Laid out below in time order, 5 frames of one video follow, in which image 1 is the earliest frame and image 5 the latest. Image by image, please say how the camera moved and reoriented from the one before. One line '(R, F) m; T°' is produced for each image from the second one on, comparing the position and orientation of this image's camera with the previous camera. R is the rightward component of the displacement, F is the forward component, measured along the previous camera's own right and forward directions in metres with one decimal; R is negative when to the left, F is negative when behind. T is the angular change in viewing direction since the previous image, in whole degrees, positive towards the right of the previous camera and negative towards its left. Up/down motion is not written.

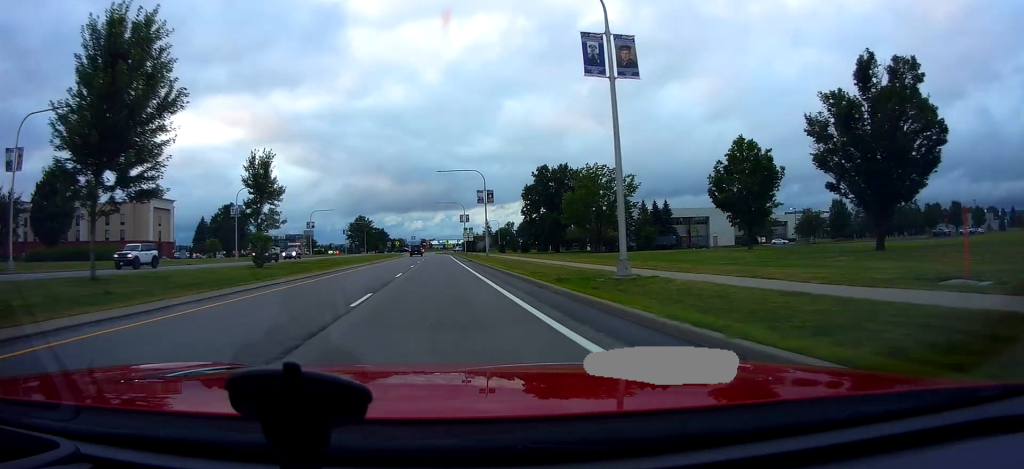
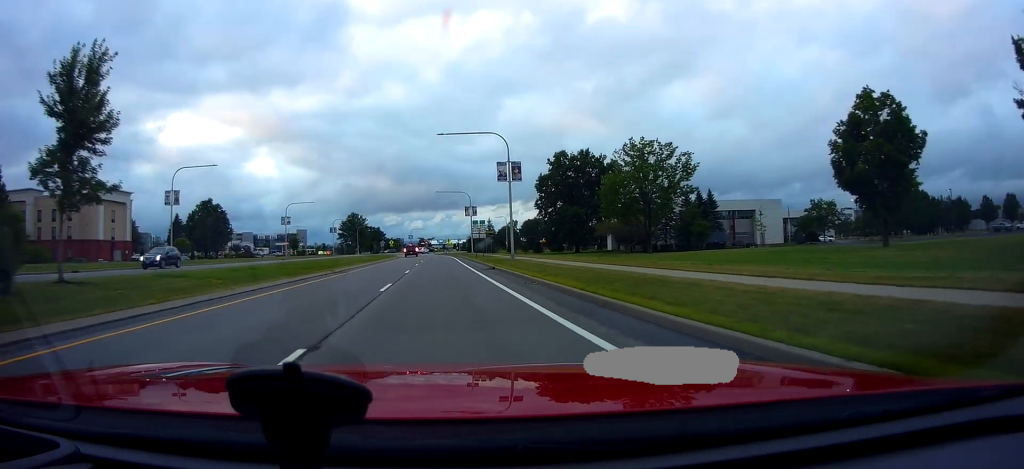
(+0.2, +20.5) m; 0°
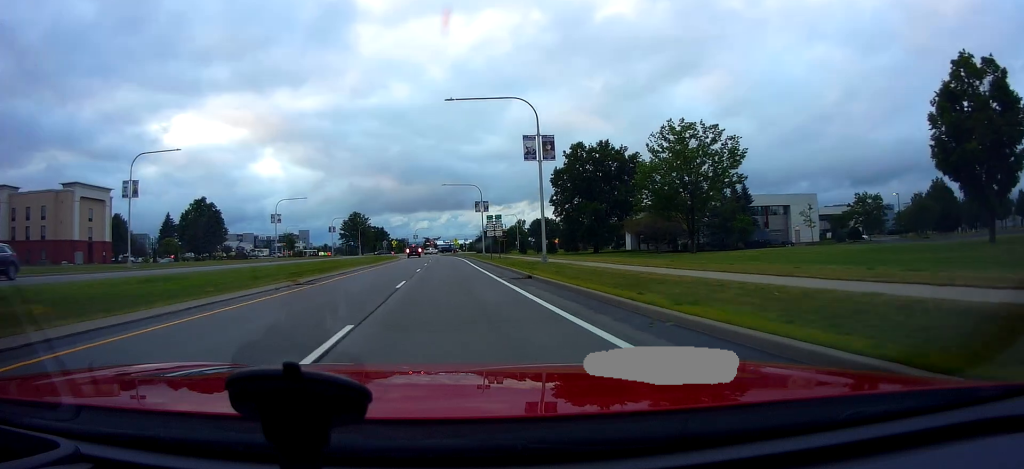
(0.0, +10.4) m; -1°
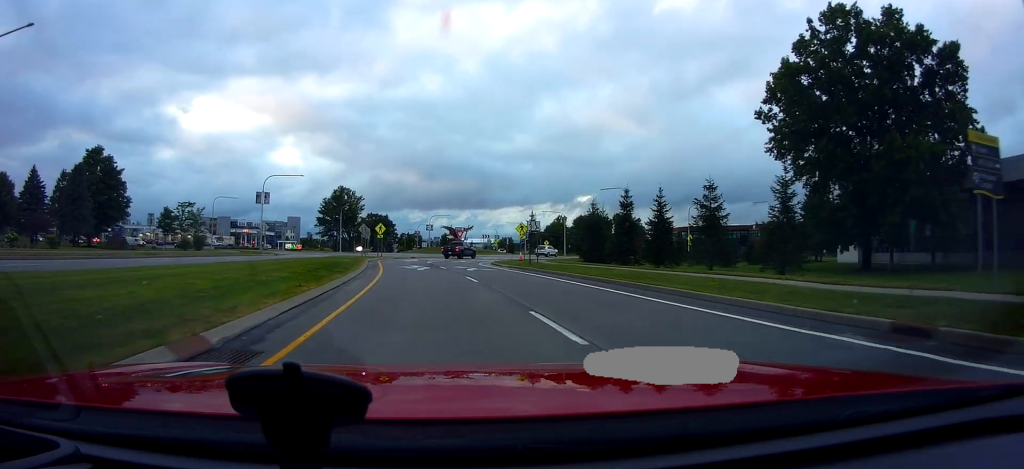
(-2.6, +74.1) m; -3°
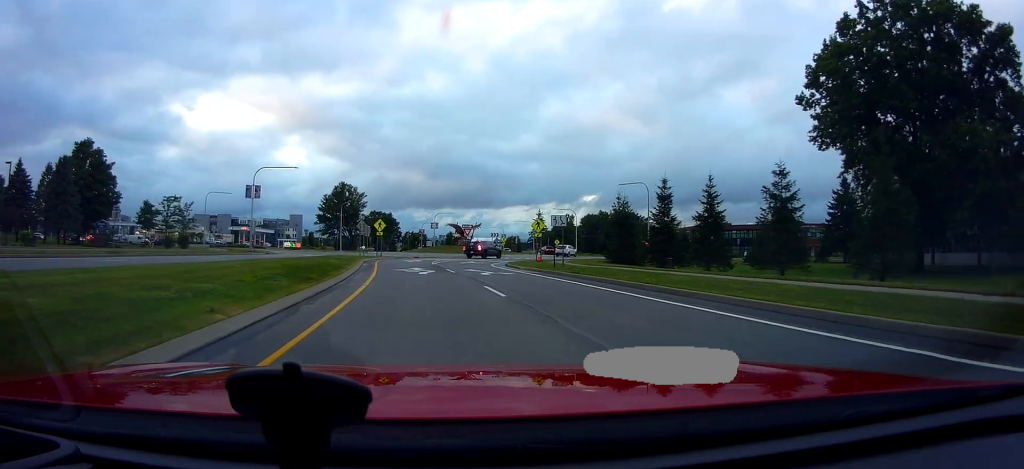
(-0.1, +6.0) m; -1°
